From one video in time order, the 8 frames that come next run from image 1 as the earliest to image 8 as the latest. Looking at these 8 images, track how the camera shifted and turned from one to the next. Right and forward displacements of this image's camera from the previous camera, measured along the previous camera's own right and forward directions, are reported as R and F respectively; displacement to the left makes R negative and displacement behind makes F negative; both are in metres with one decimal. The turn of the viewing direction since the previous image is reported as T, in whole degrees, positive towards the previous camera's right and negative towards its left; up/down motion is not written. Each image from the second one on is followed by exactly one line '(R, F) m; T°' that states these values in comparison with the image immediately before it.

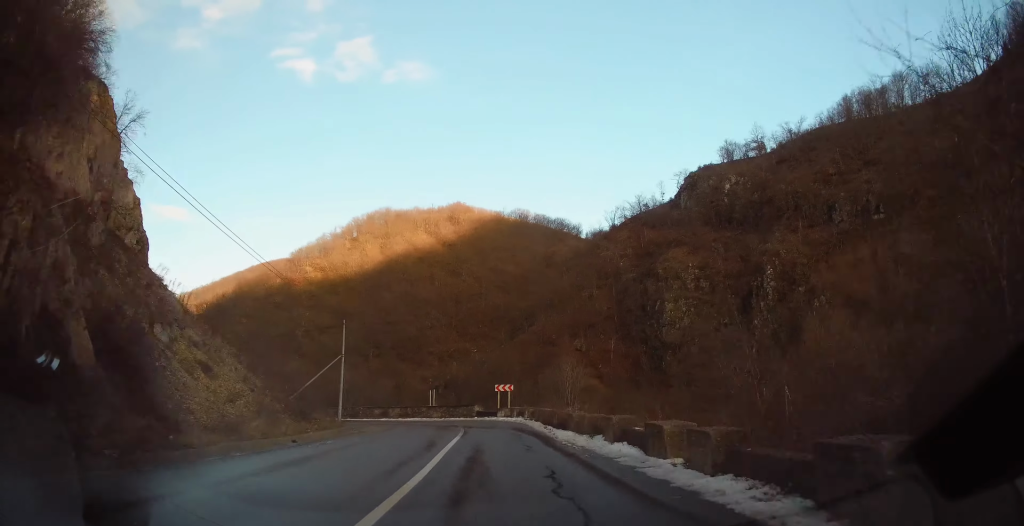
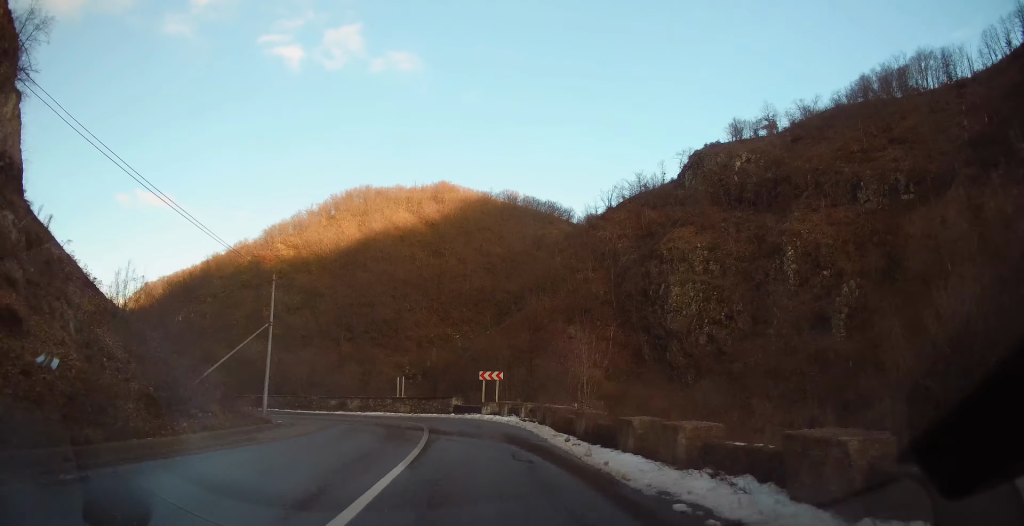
(0.0, +9.4) m; 0°
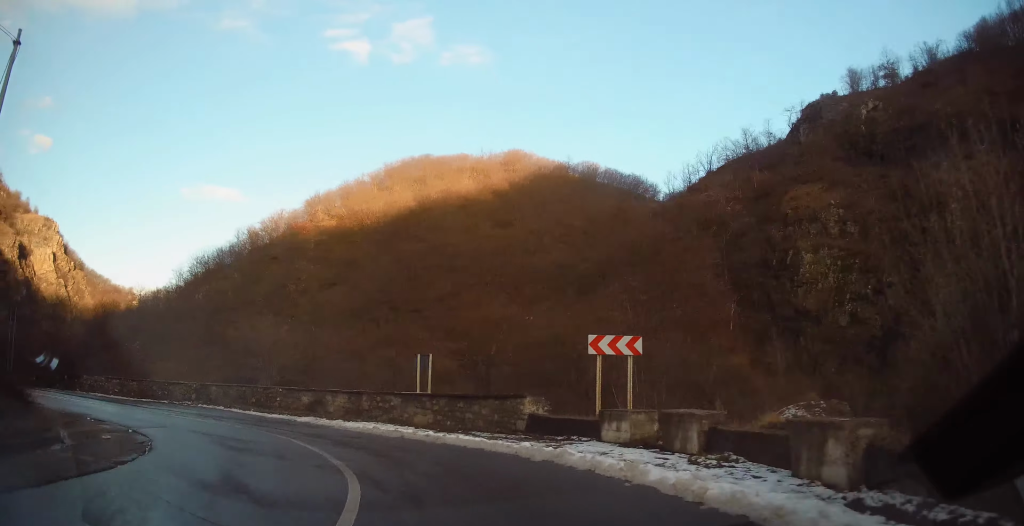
(-0.7, +17.7) m; -13°
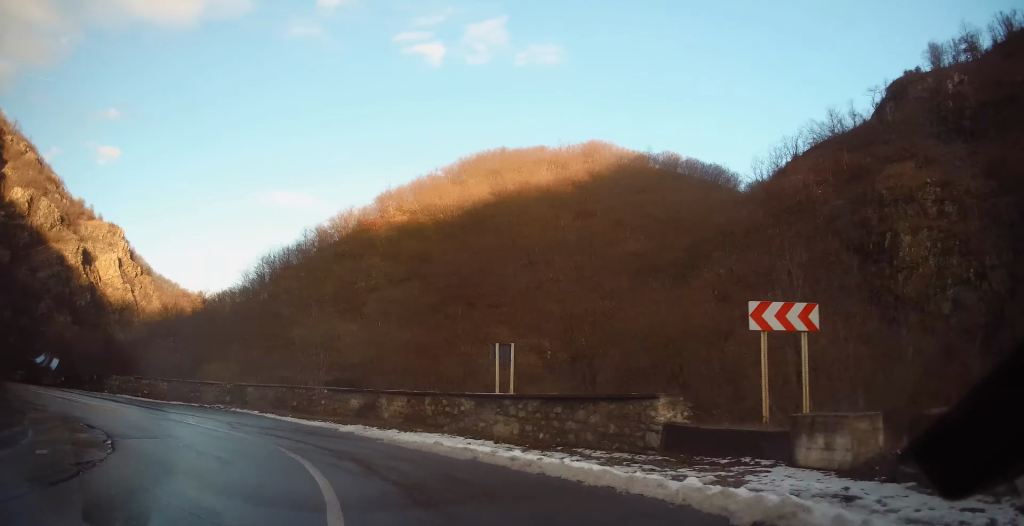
(+0.2, +5.0) m; -10°
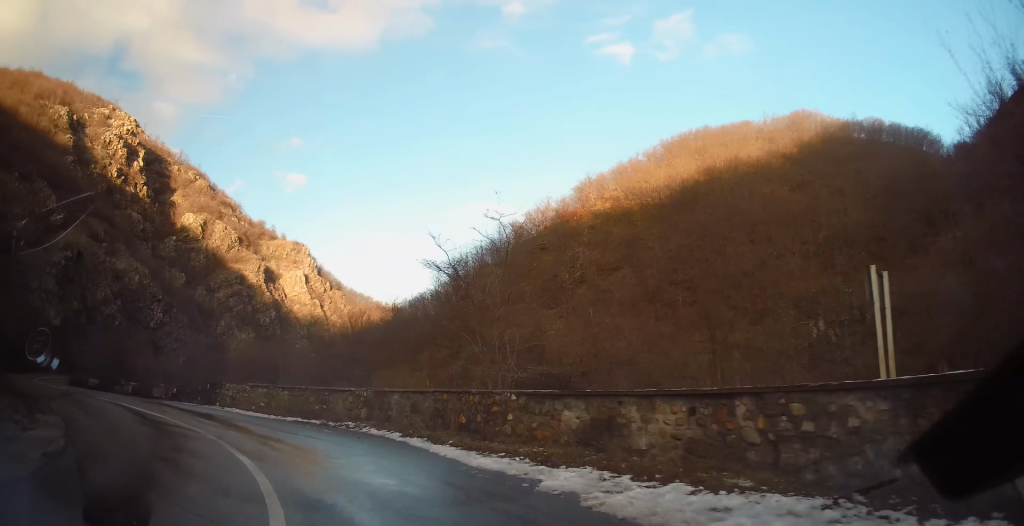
(-2.7, +9.5) m; -28°
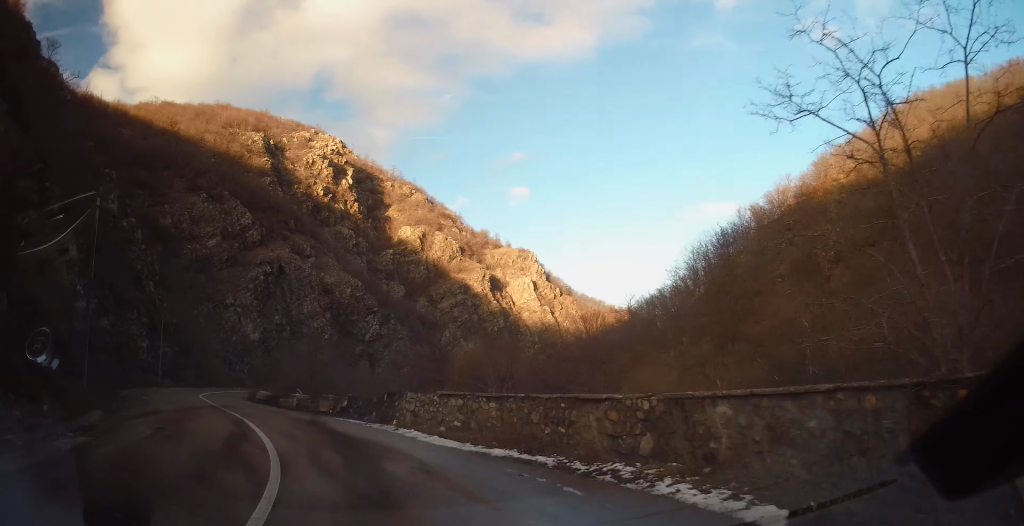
(-1.8, +8.8) m; -21°
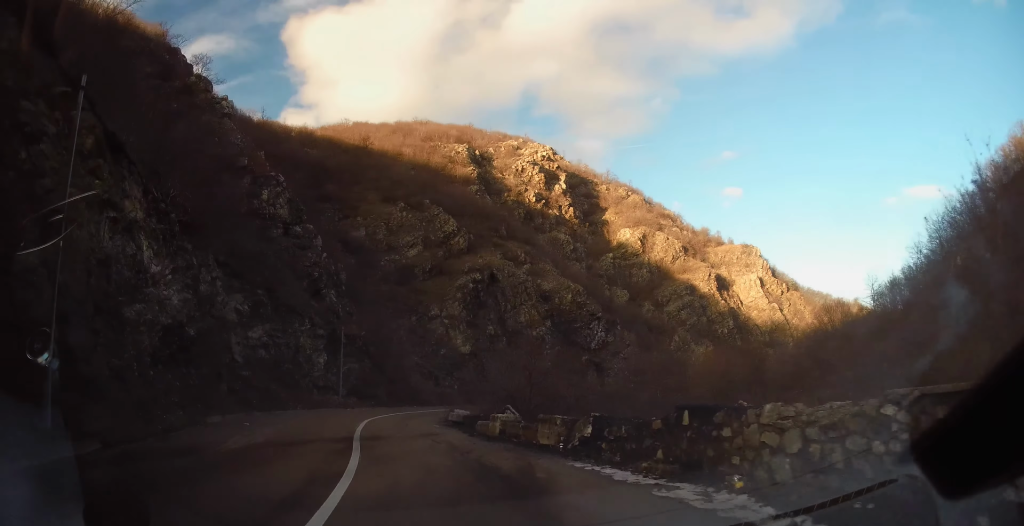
(-2.0, +11.1) m; -15°
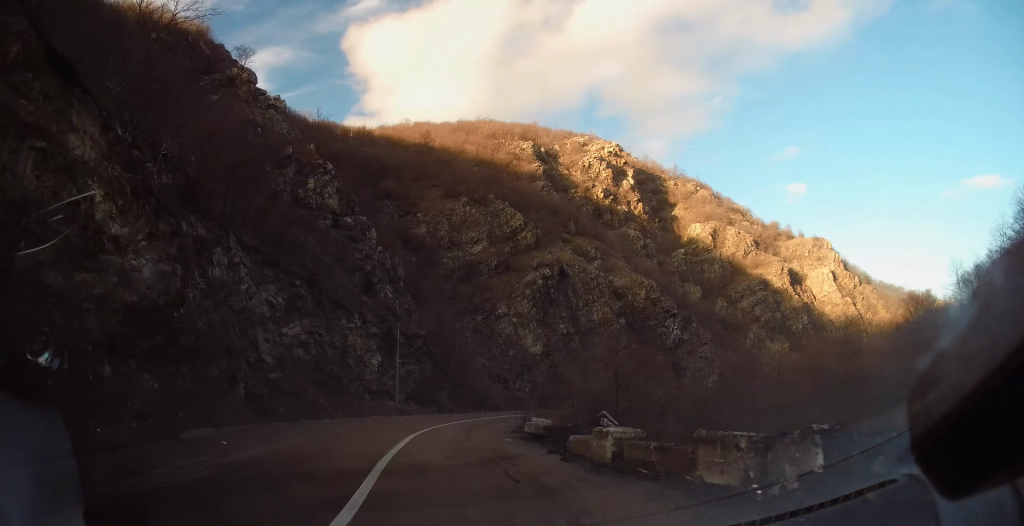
(-0.4, +6.3) m; -4°
